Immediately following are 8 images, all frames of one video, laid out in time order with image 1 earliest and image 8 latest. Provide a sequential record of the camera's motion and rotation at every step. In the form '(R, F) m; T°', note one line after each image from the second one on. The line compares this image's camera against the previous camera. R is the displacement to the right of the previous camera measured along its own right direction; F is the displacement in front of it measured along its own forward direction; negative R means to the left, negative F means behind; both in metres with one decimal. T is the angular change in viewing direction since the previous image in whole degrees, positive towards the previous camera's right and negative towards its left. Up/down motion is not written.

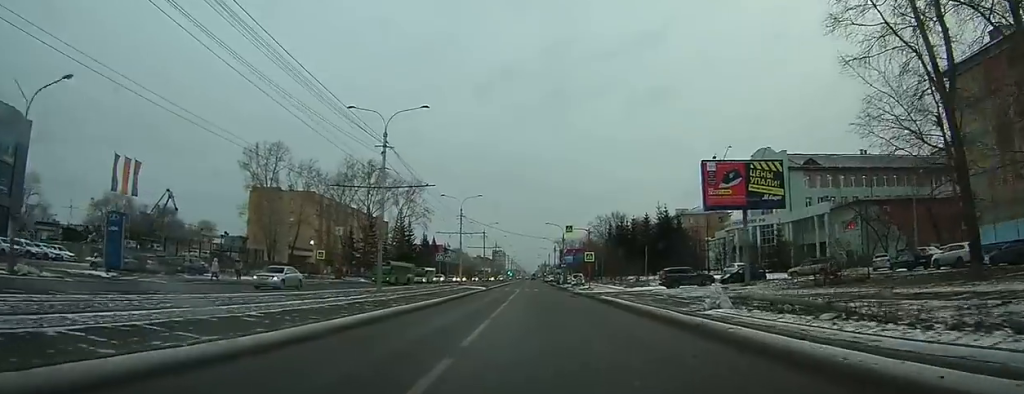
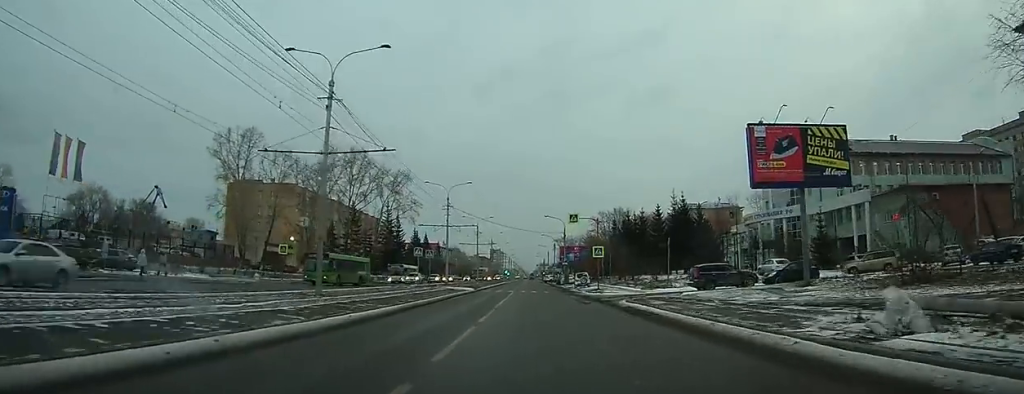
(0.0, +10.0) m; 0°
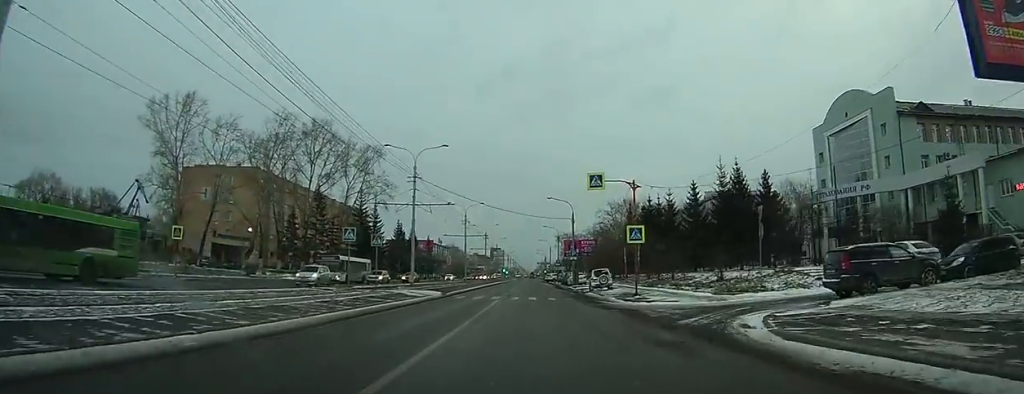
(+0.1, +18.6) m; 0°
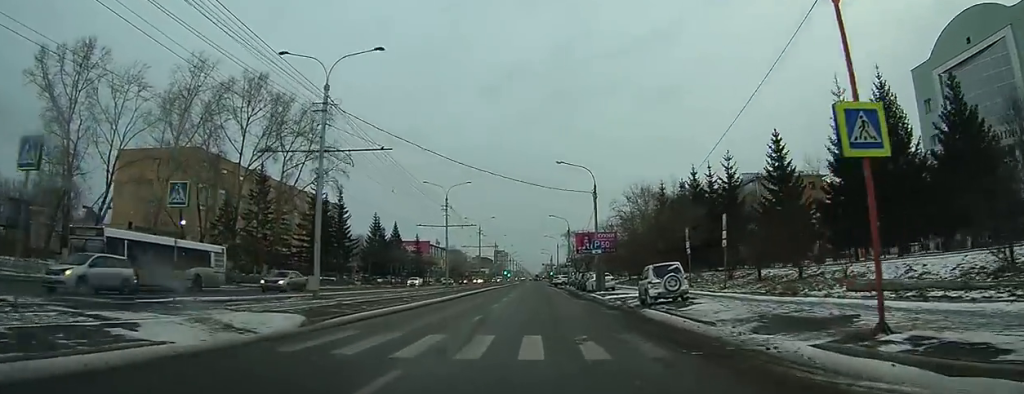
(-0.4, +22.1) m; -2°
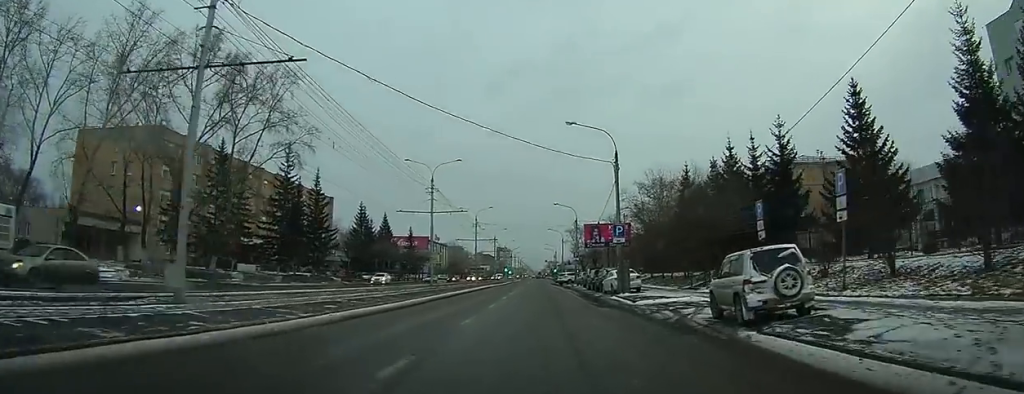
(-0.1, +11.0) m; -1°
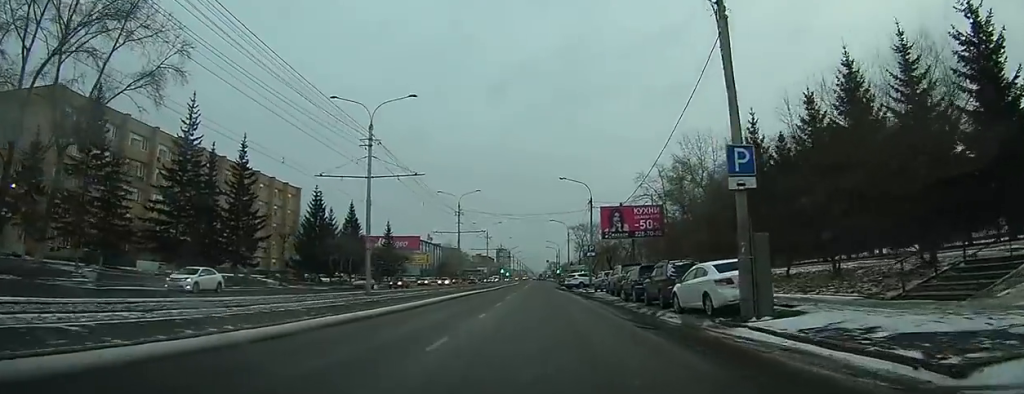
(-0.1, +20.8) m; 0°
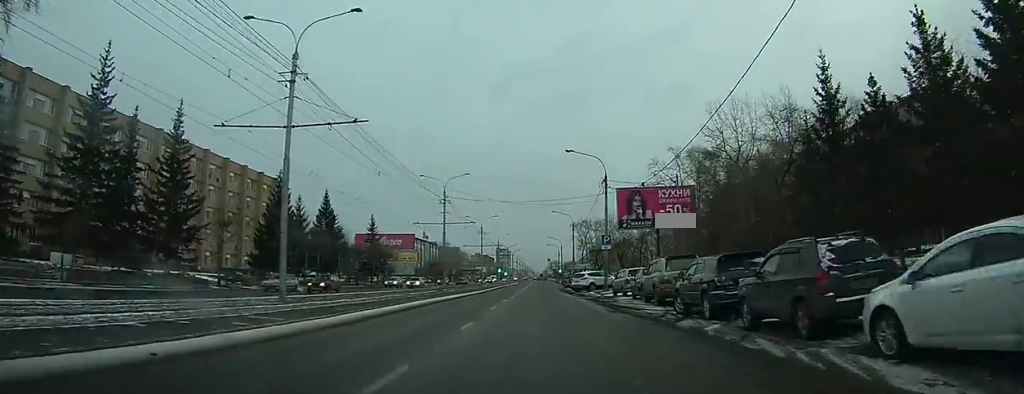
(0.0, +11.7) m; +1°
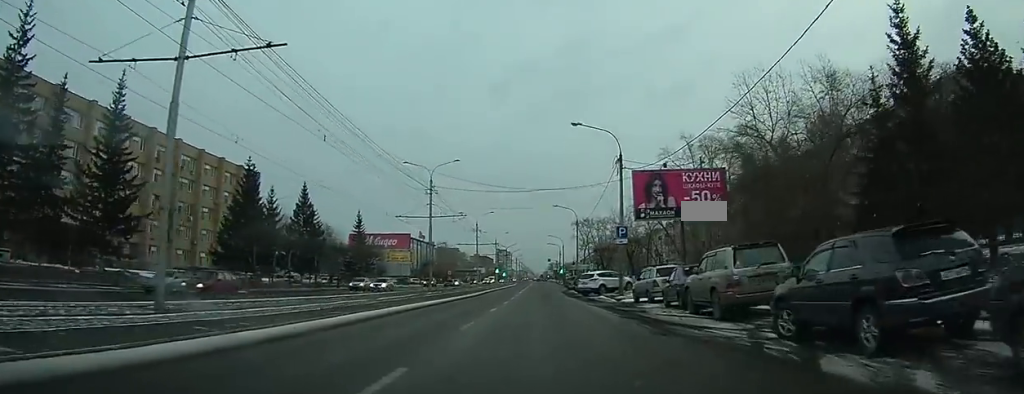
(+0.1, +7.9) m; +1°
